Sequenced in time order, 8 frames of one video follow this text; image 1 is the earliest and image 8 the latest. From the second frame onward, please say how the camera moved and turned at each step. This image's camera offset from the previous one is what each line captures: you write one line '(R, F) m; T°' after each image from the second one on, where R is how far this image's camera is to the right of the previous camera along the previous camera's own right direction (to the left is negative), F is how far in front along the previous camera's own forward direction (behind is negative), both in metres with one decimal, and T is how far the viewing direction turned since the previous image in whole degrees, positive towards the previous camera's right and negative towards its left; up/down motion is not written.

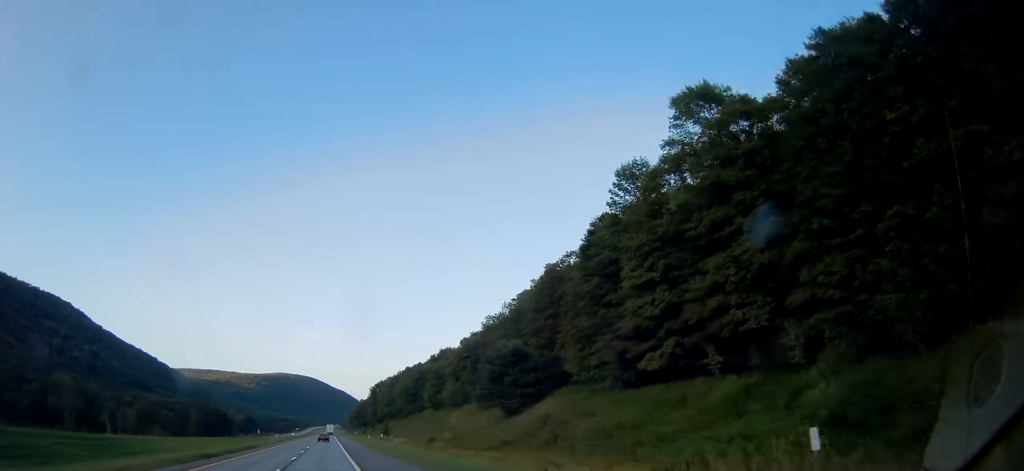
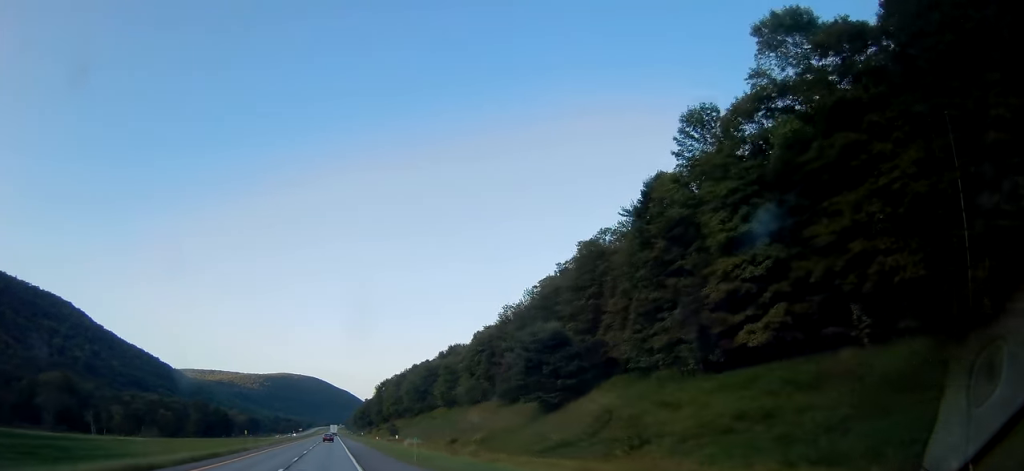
(0.0, +13.8) m; 0°
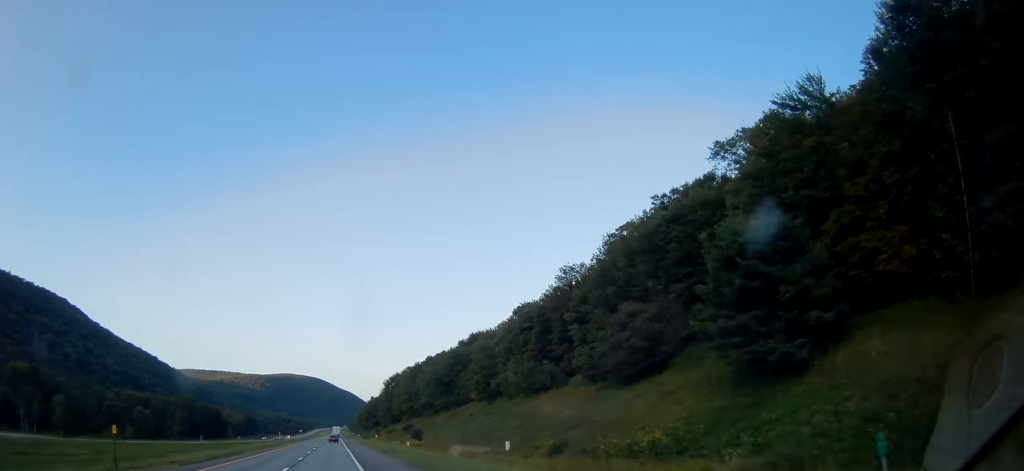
(0.0, +37.1) m; 0°
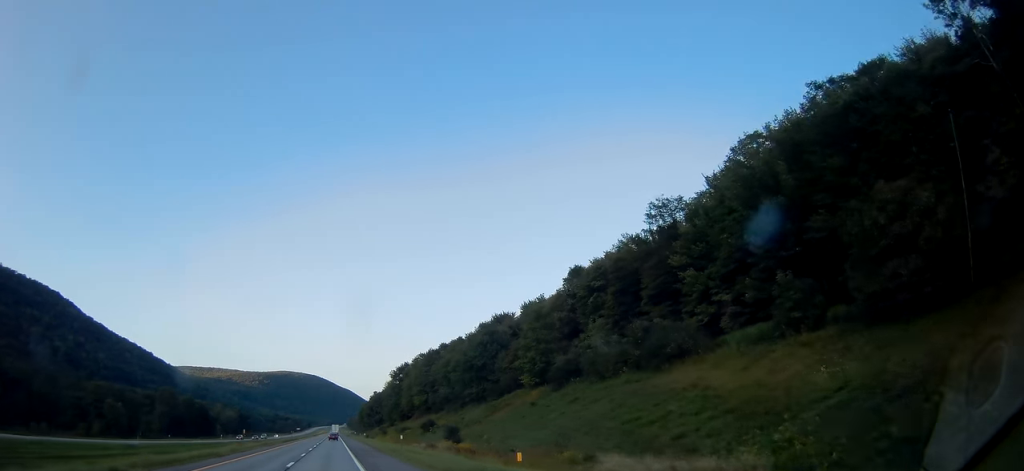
(-0.1, +32.6) m; 0°
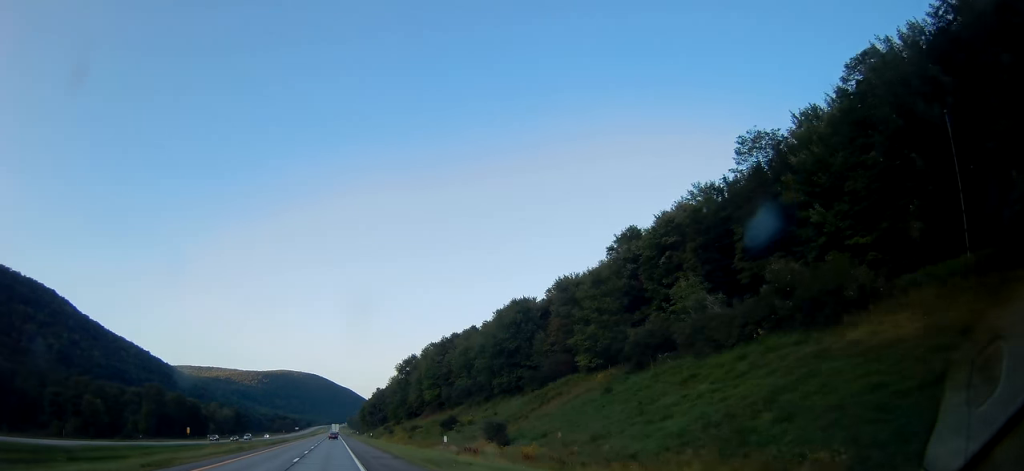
(0.0, +20.3) m; 0°
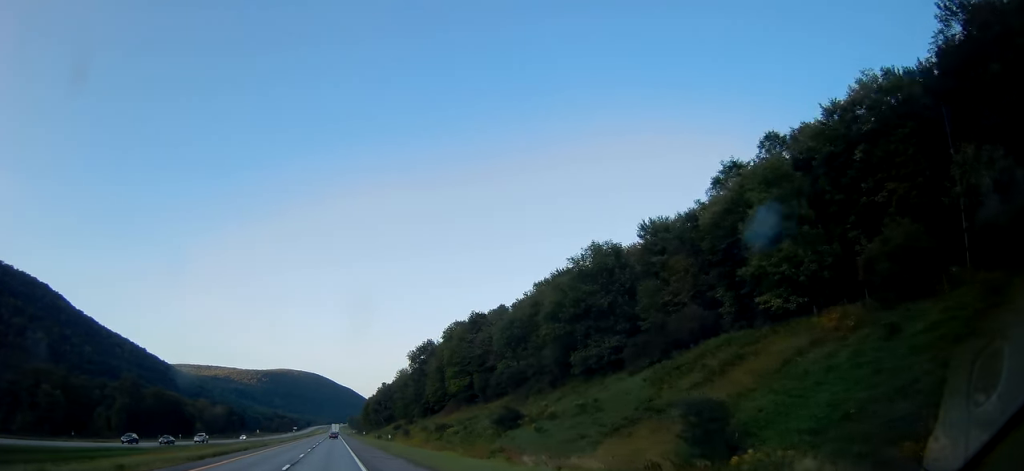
(-0.1, +30.3) m; 0°
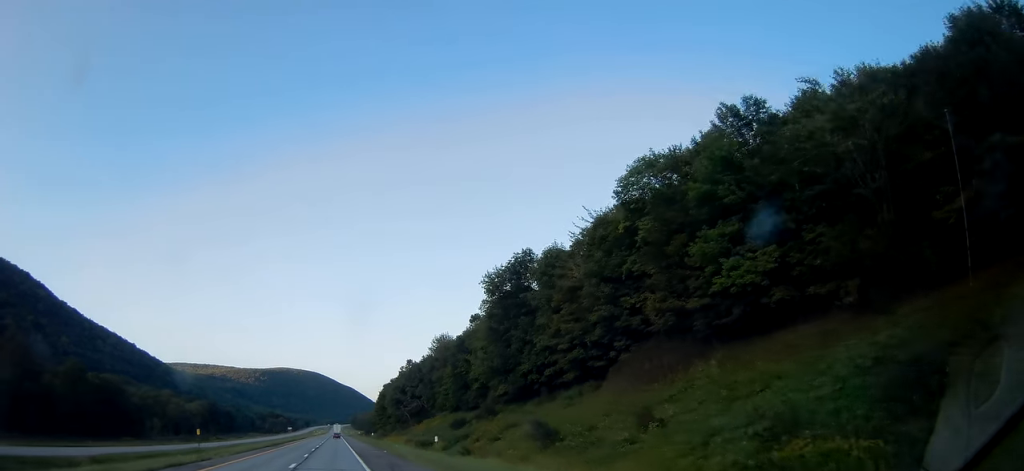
(0.0, +85.5) m; 0°
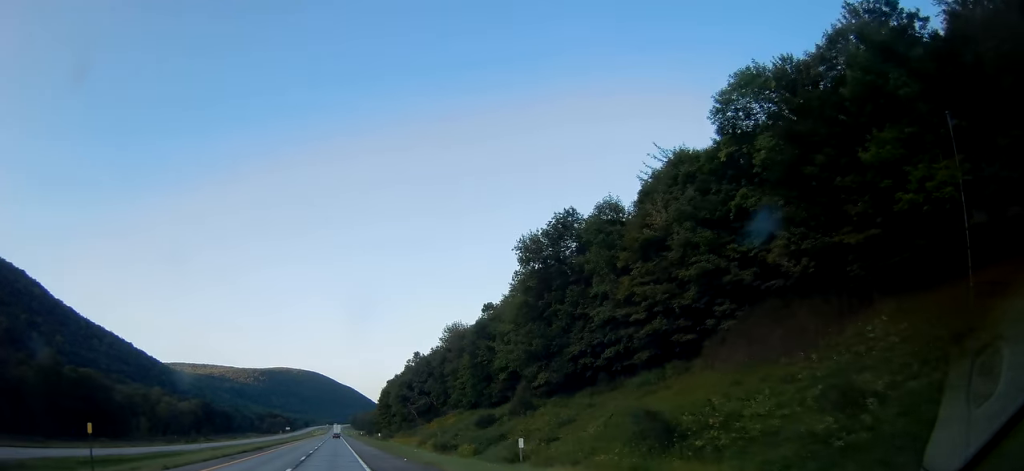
(+0.1, +17.4) m; 0°
